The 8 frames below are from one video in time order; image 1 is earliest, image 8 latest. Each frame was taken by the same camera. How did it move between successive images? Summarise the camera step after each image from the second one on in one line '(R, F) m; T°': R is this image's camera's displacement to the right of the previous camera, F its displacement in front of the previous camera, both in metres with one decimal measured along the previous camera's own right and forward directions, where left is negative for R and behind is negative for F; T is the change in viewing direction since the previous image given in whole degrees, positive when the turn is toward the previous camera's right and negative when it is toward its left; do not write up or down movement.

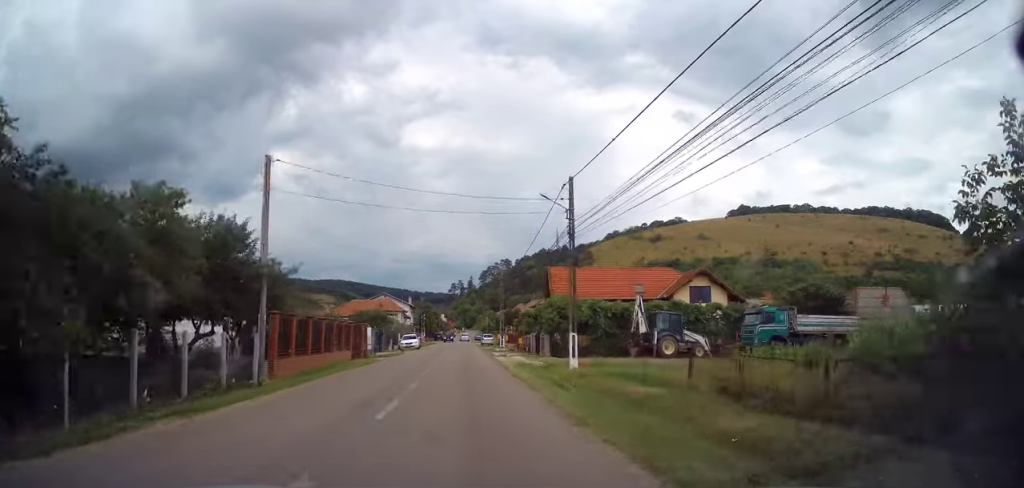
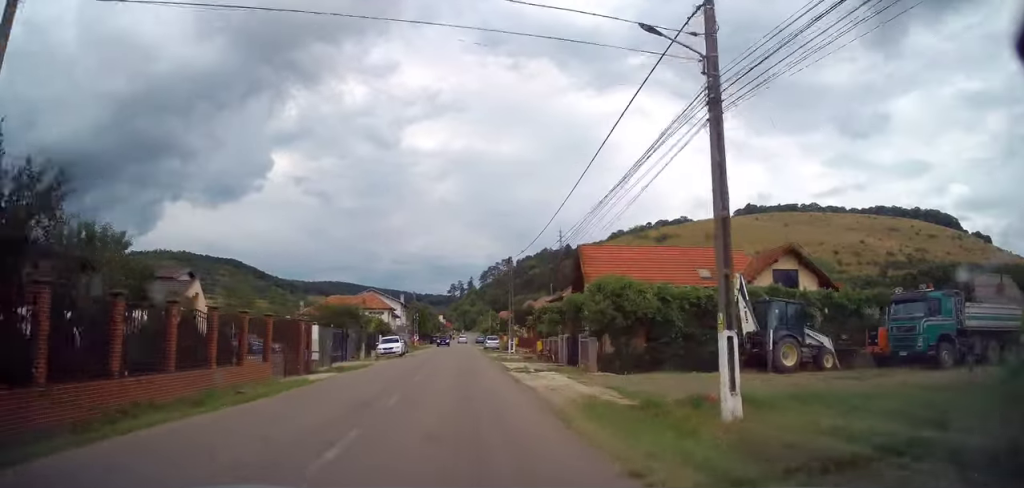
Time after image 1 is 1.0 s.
(-0.2, +13.3) m; 0°
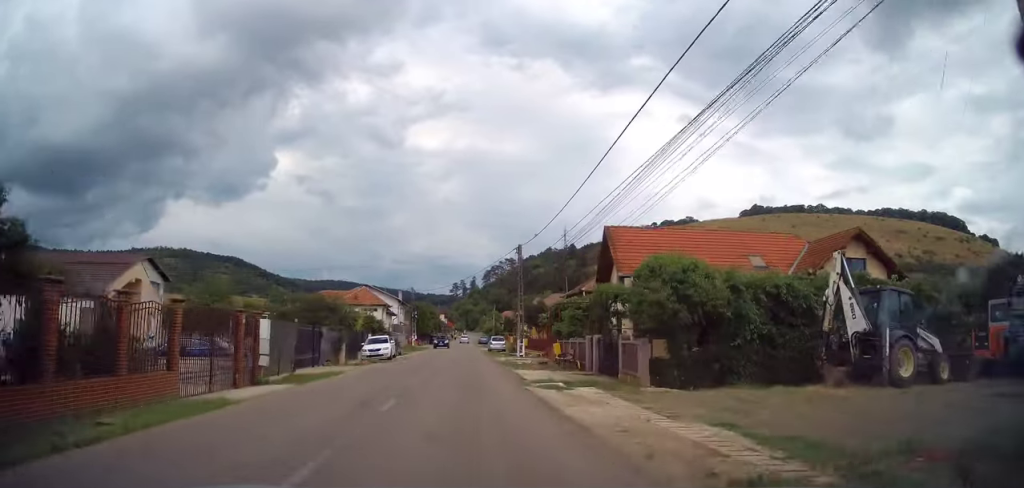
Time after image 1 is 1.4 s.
(0.0, +6.5) m; 0°
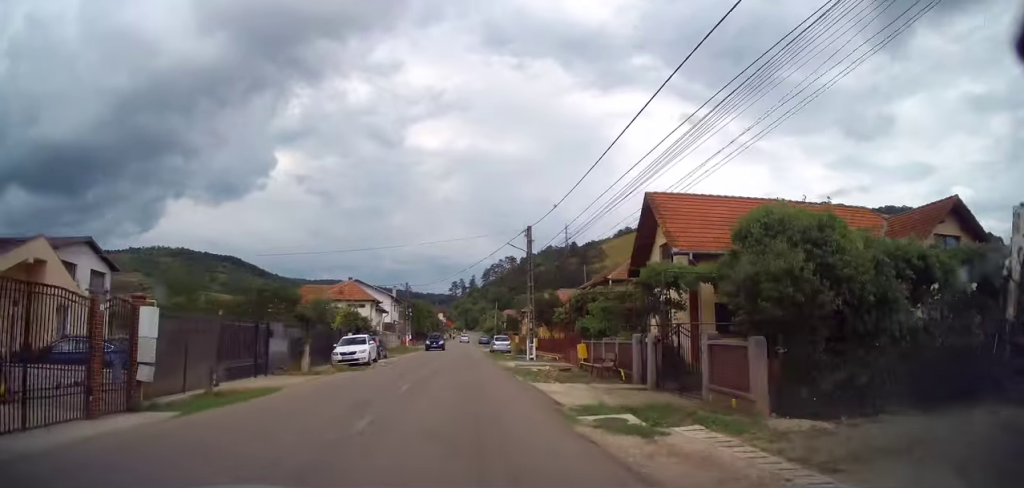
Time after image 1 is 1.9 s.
(+0.1, +7.0) m; +1°
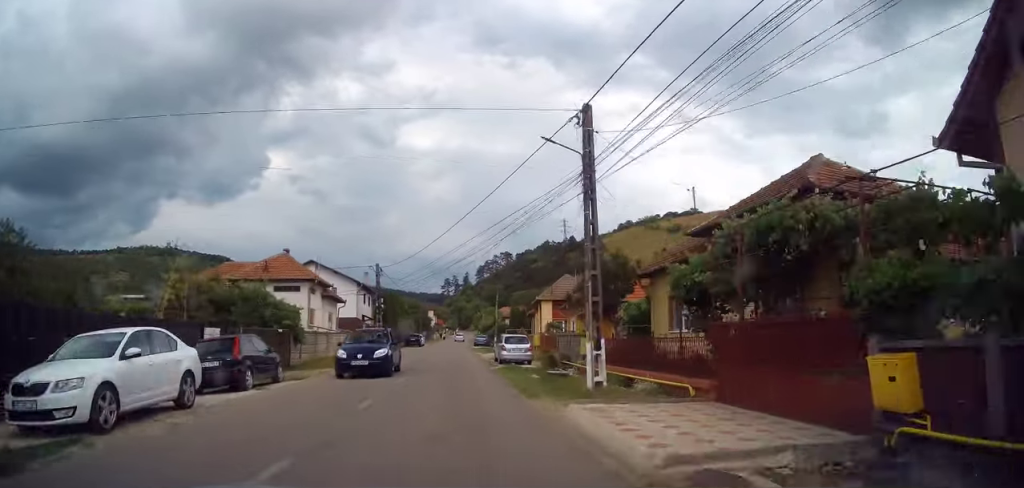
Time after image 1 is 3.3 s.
(+0.4, +18.5) m; 0°
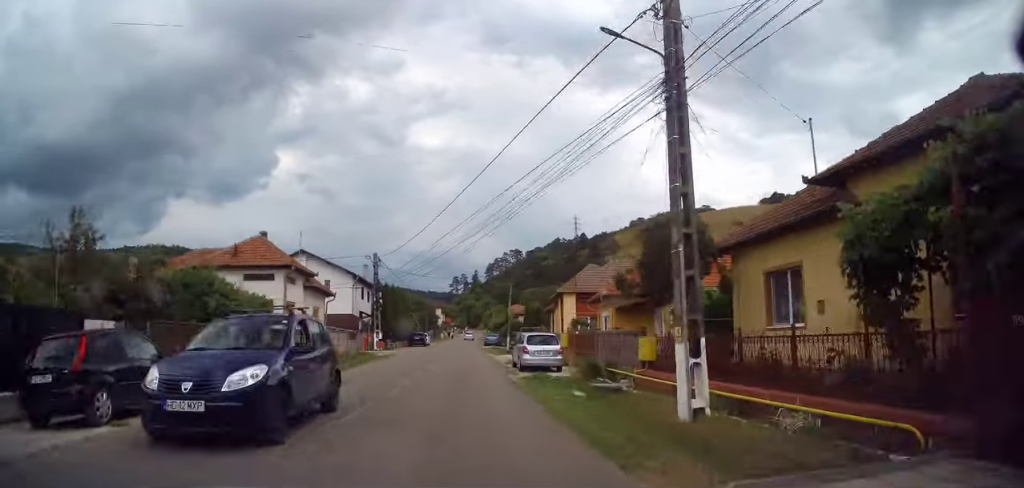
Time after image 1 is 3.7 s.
(-0.2, +6.1) m; -1°
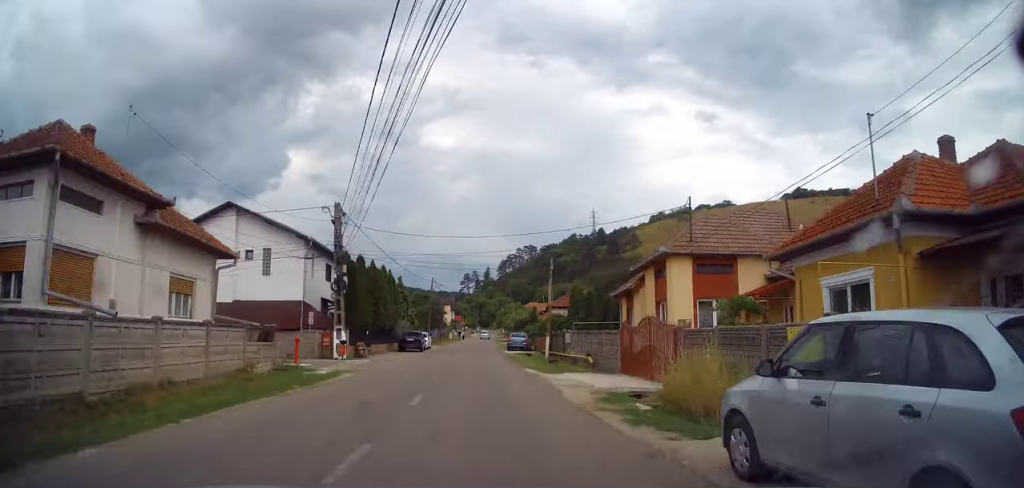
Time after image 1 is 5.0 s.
(-0.2, +18.0) m; -1°
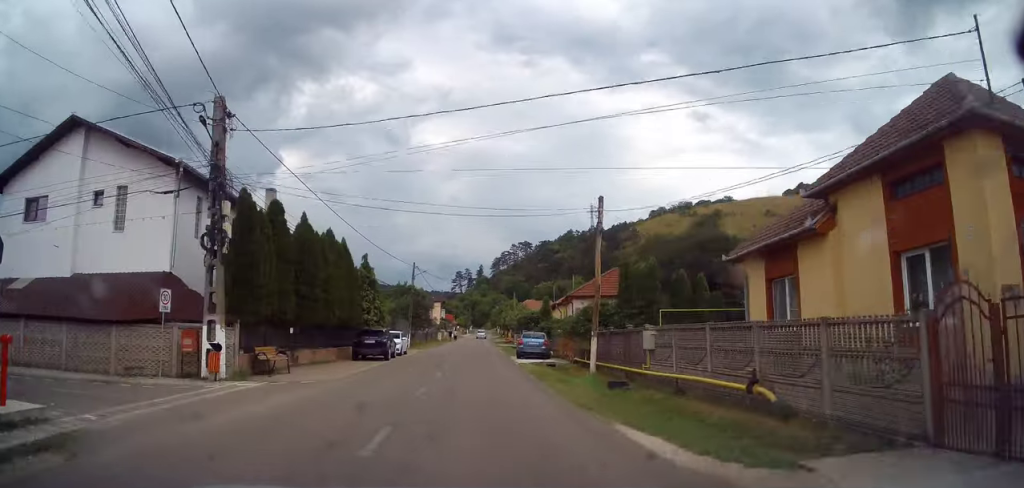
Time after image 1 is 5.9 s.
(-0.1, +14.1) m; 0°
